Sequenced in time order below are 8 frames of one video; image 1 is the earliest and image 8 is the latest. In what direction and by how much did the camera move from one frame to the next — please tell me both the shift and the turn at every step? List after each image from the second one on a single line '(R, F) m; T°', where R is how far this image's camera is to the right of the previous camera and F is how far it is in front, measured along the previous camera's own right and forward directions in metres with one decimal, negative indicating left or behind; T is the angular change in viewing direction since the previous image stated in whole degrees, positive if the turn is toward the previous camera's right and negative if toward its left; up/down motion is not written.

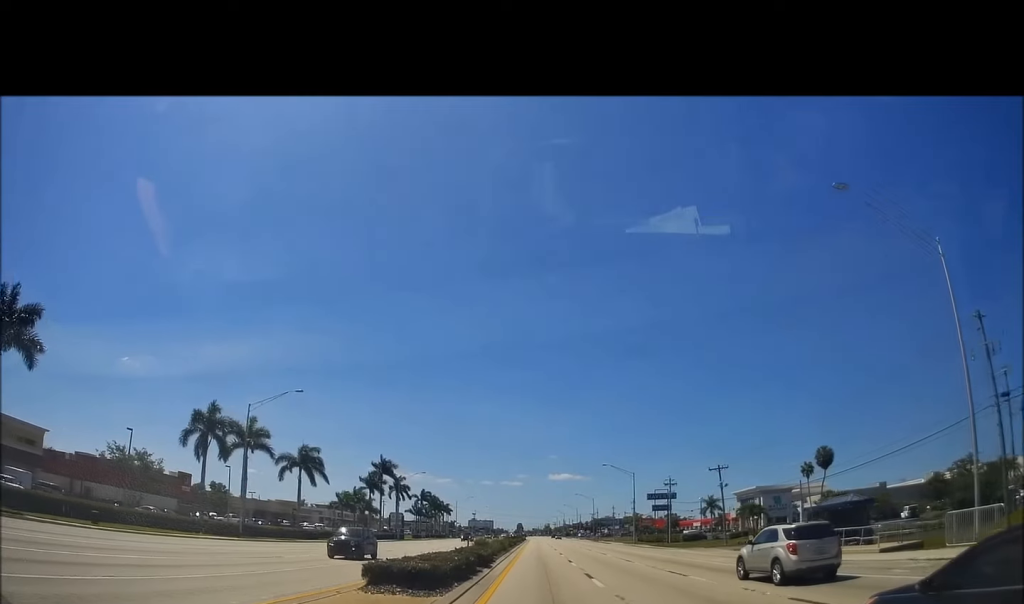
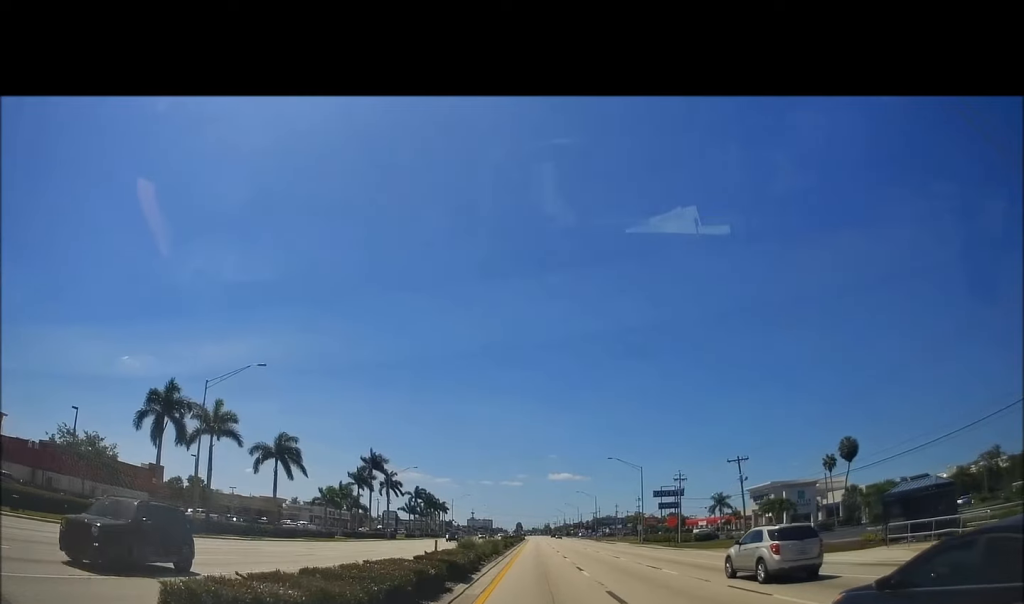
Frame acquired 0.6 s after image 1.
(0.0, +7.1) m; +1°
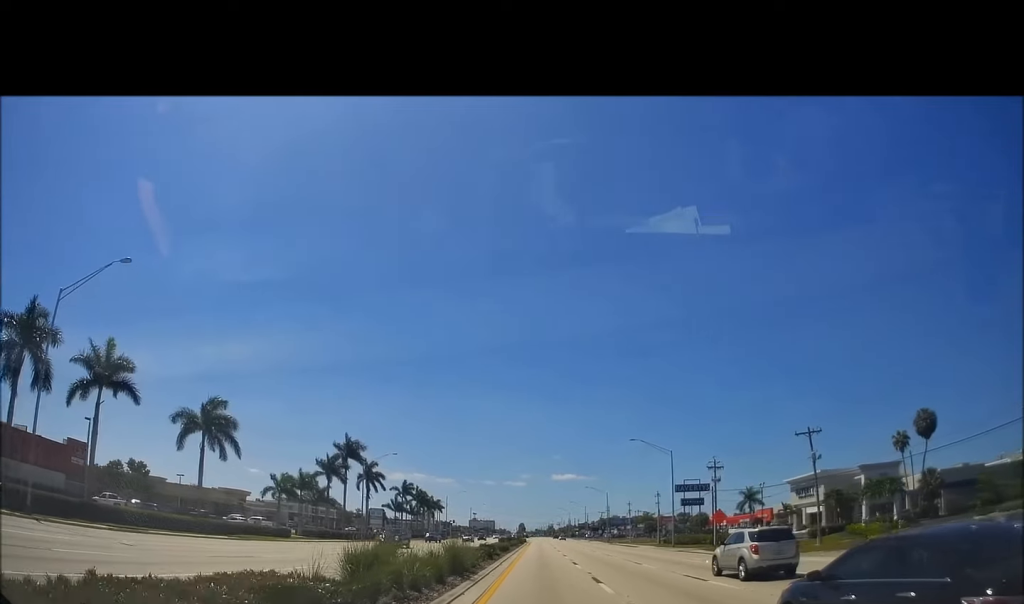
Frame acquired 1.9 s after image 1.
(+0.5, +16.3) m; +1°
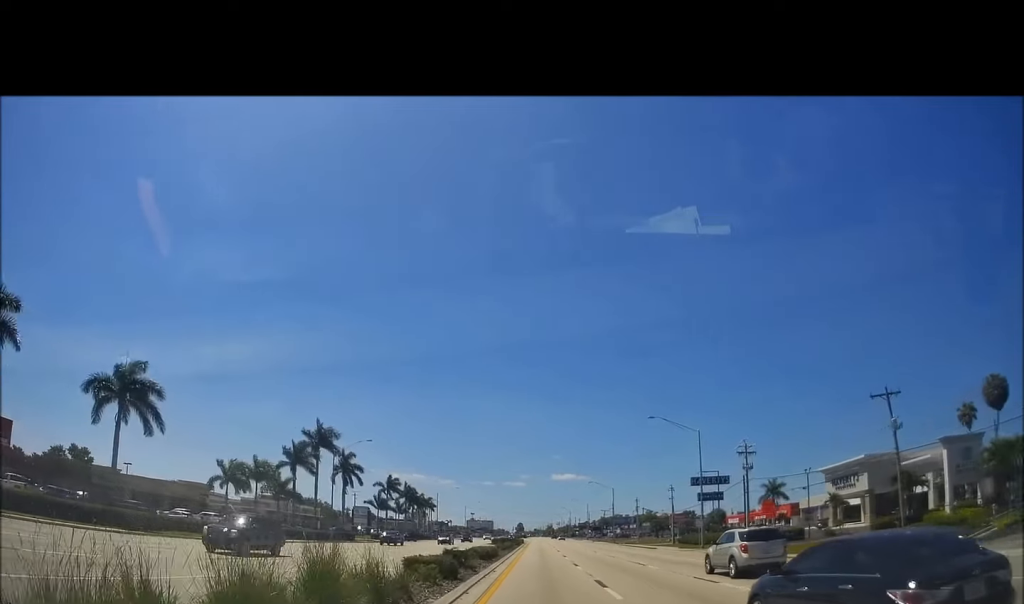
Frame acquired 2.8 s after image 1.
(-0.3, +12.0) m; -1°
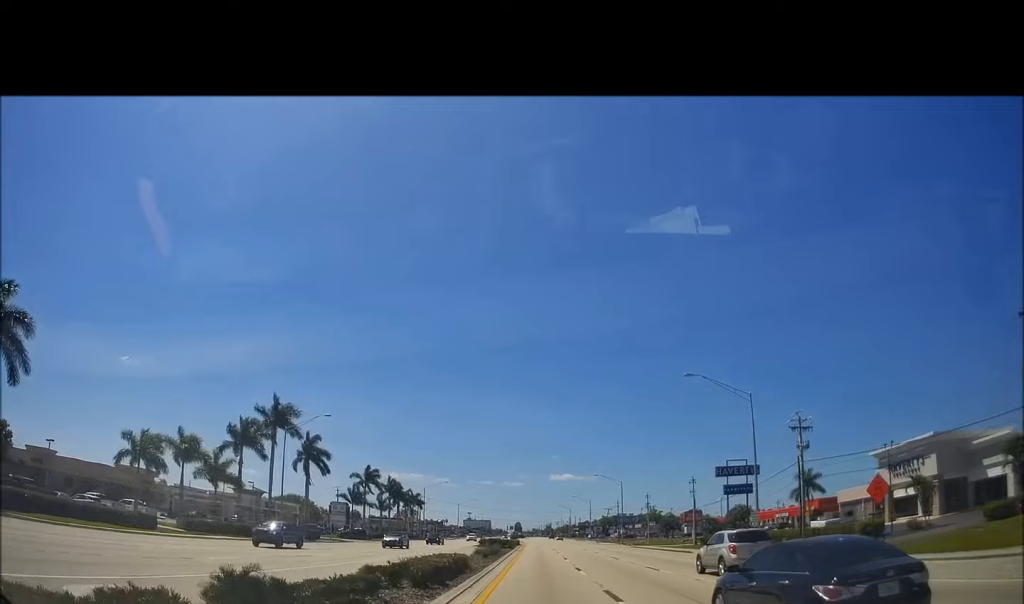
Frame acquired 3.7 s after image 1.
(-0.2, +14.8) m; +1°
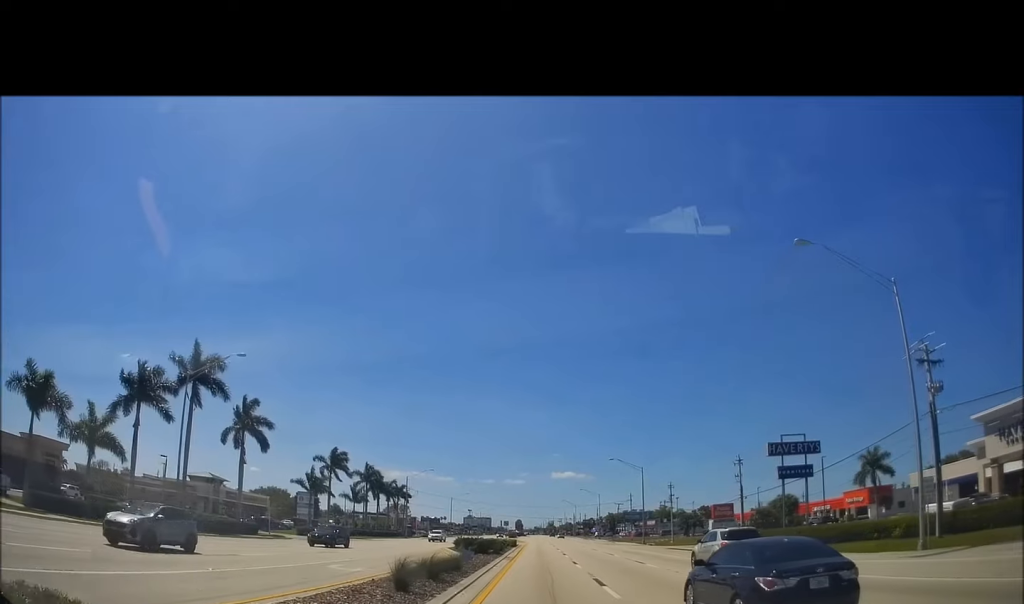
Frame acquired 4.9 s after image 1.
(+0.5, +19.8) m; 0°
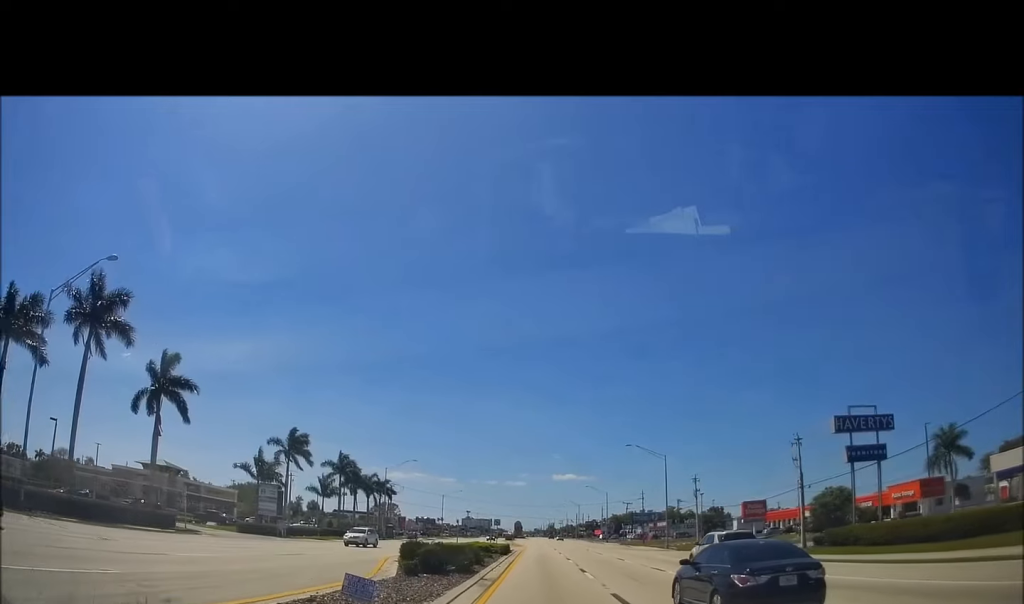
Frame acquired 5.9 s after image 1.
(-0.3, +16.4) m; -1°
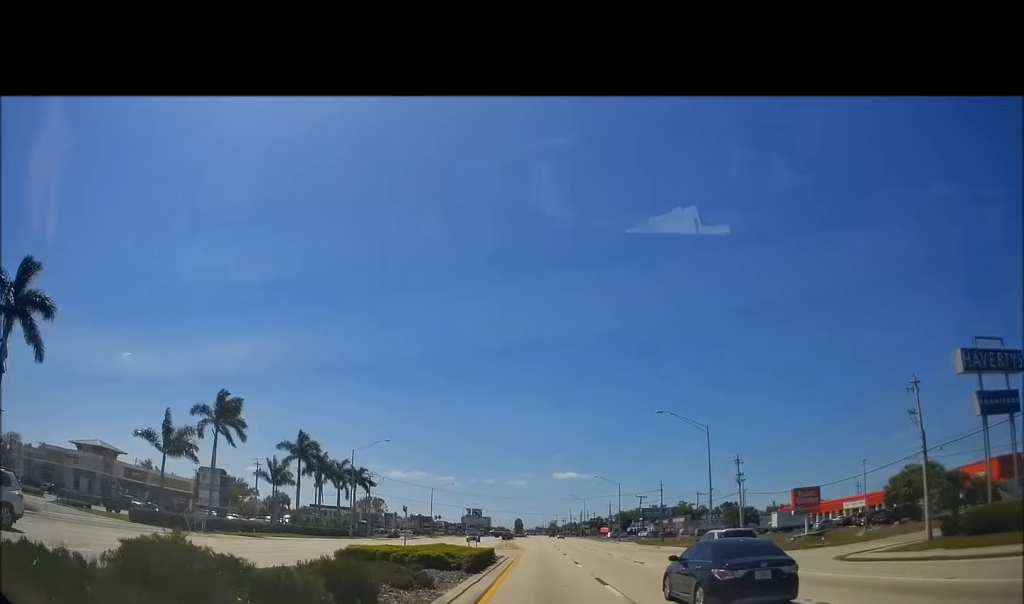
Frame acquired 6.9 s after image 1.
(-0.1, +18.9) m; 0°
